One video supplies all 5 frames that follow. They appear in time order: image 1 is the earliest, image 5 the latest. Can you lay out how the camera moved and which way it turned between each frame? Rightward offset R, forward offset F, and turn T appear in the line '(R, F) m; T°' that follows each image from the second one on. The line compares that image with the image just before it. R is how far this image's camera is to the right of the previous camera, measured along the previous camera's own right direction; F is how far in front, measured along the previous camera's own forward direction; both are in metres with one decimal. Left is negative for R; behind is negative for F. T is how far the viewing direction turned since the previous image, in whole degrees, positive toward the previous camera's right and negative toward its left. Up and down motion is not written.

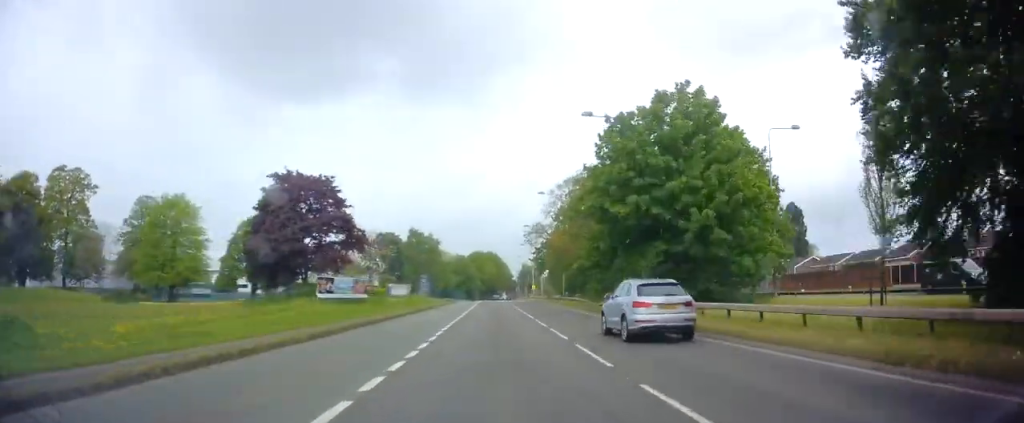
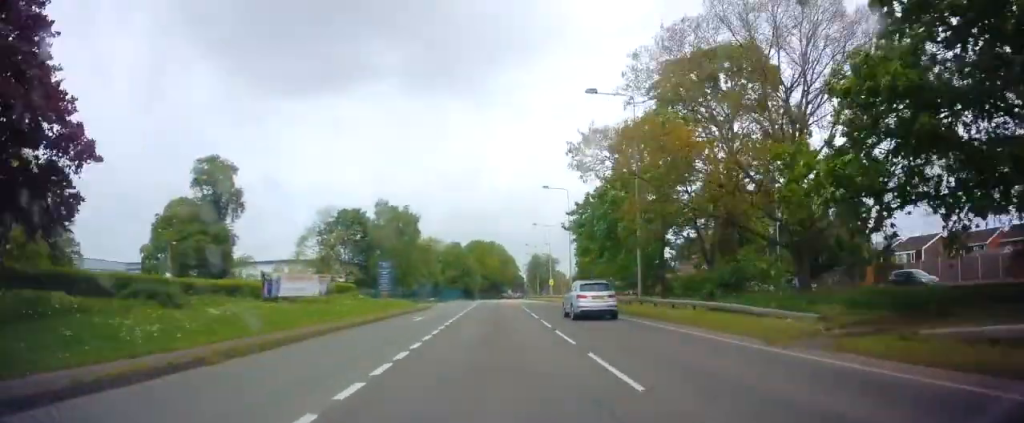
(-0.4, +32.4) m; 0°
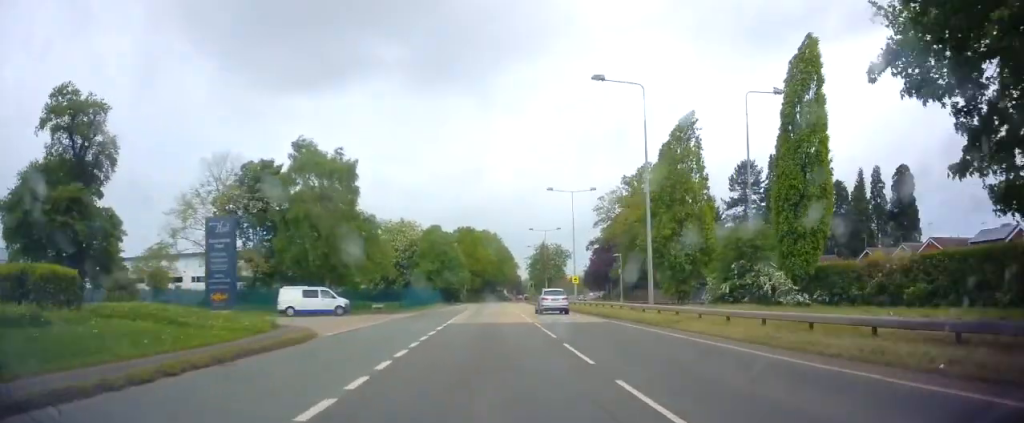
(+0.4, +33.2) m; +1°
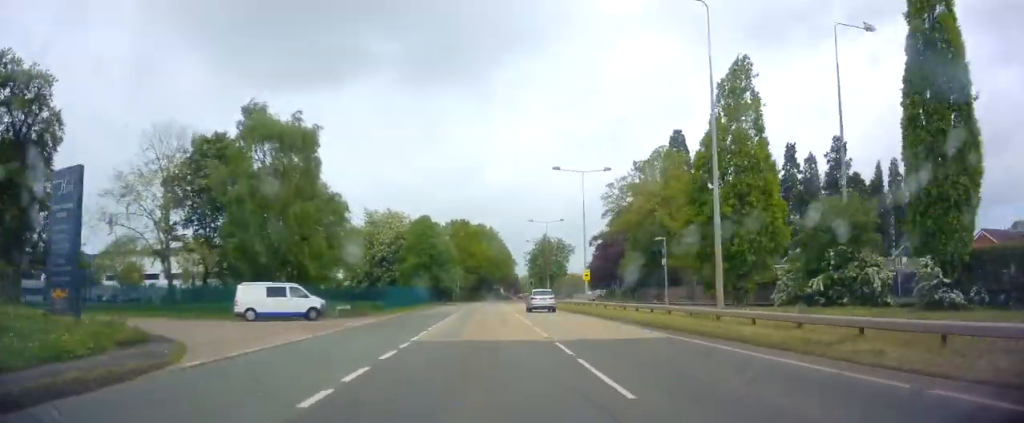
(+0.1, +9.5) m; 0°
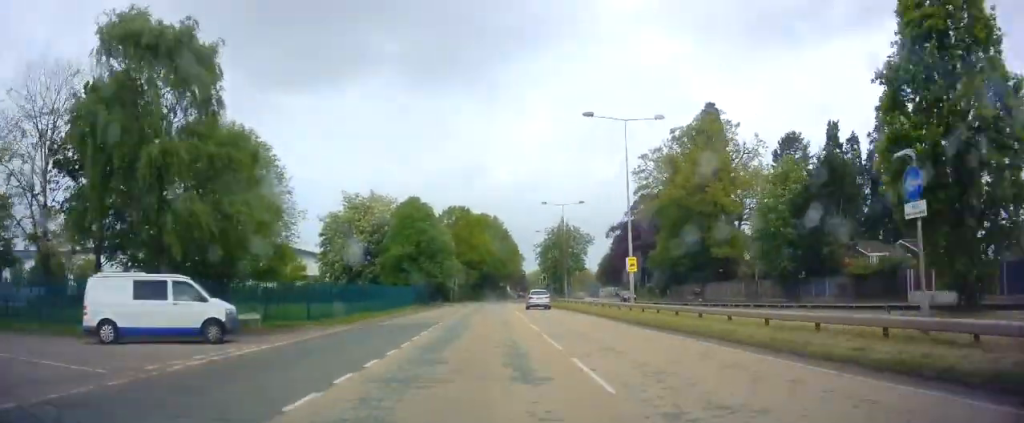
(-0.2, +15.4) m; -1°
